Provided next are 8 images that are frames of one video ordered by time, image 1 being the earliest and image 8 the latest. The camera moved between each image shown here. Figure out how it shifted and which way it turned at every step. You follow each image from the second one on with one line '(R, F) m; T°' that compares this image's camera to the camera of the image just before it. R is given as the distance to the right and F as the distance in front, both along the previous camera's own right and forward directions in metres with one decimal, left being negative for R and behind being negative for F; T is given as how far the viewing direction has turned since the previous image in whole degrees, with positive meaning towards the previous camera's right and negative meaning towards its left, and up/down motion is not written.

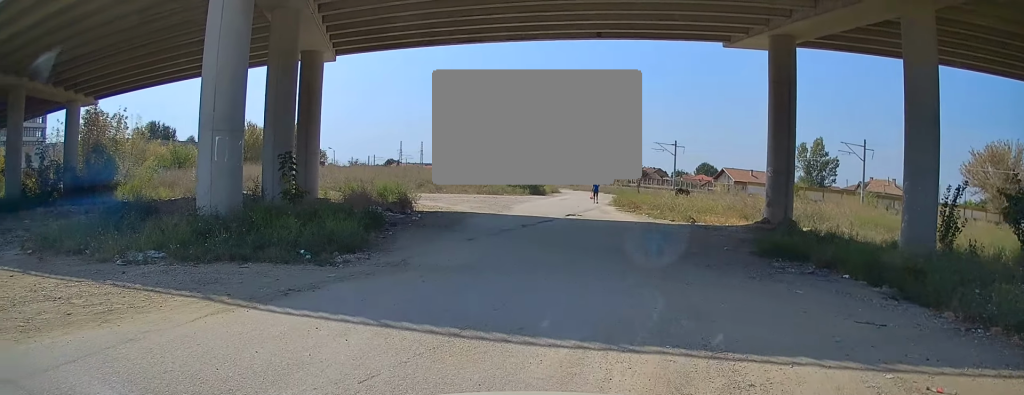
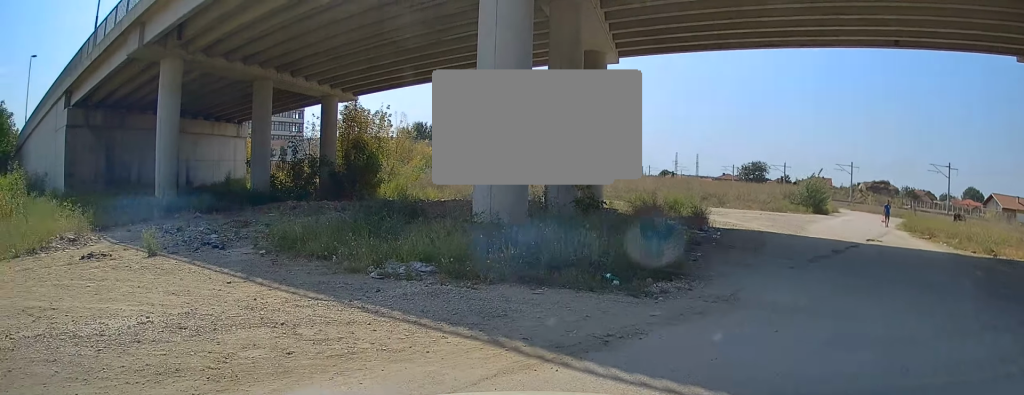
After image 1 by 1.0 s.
(-0.6, +1.9) m; -31°
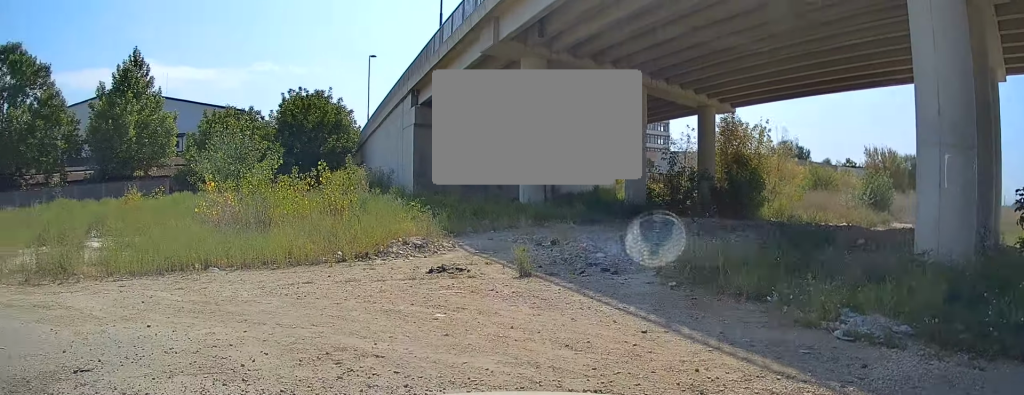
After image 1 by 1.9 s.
(-0.5, +2.4) m; -23°
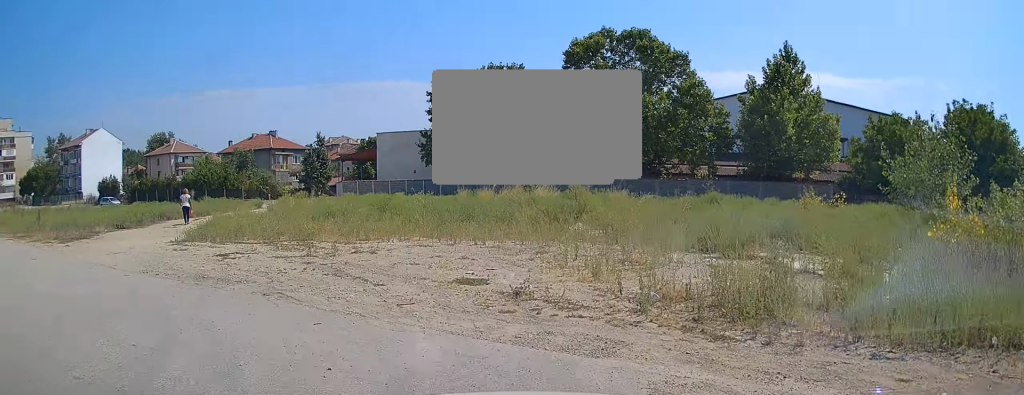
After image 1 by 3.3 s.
(-1.2, +4.8) m; -33°
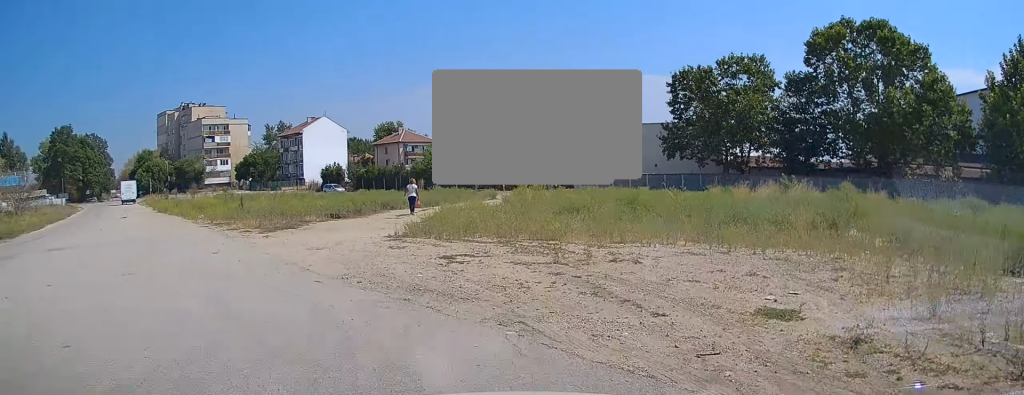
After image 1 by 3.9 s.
(-0.5, +2.3) m; -16°
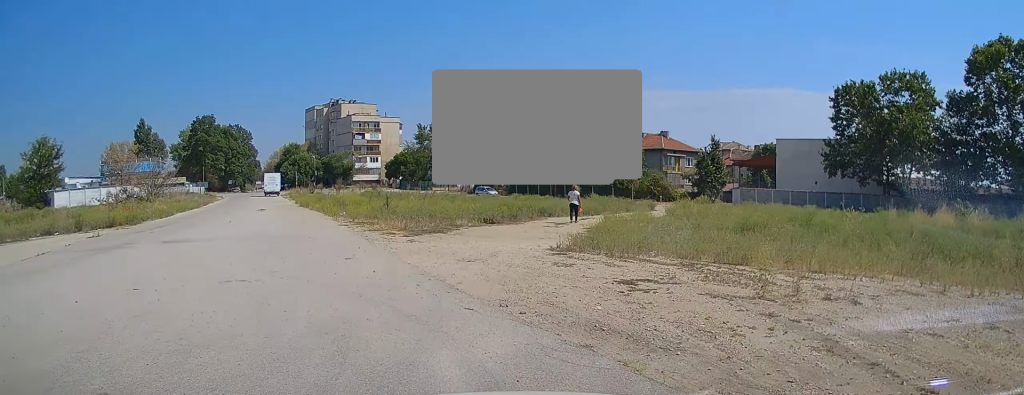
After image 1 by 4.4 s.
(-0.1, +2.0) m; -13°
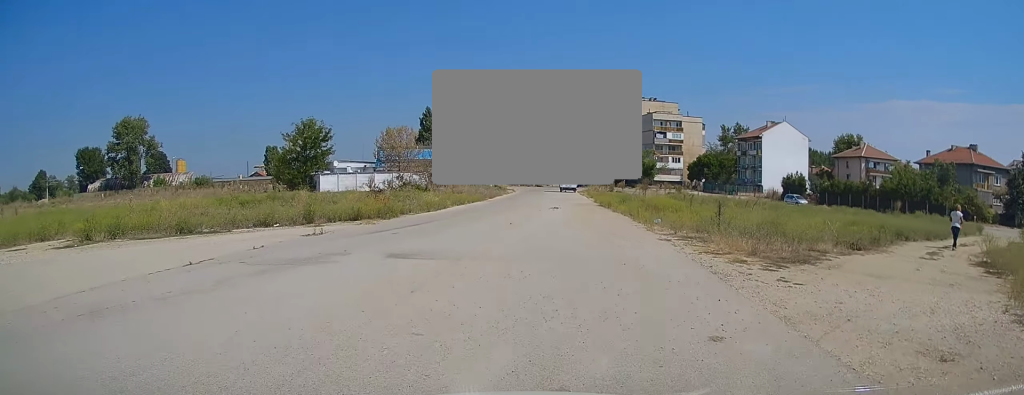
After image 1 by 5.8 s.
(-1.7, +6.6) m; -18°
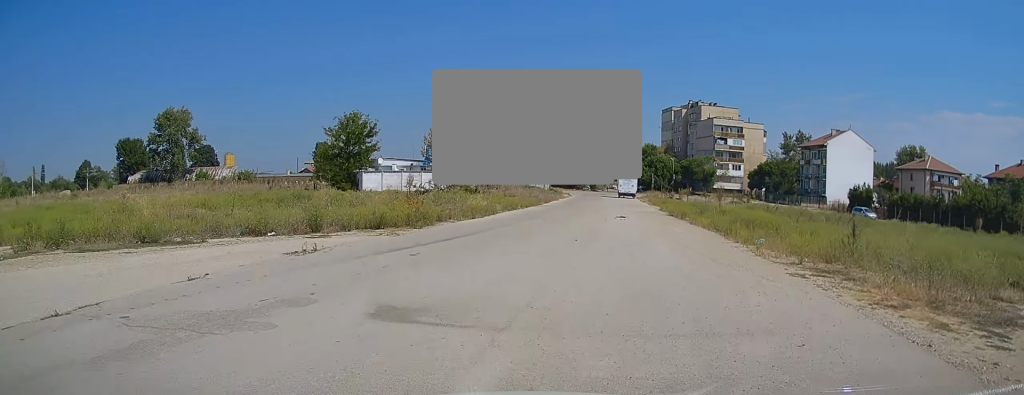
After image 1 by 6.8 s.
(-0.1, +5.5) m; -1°
